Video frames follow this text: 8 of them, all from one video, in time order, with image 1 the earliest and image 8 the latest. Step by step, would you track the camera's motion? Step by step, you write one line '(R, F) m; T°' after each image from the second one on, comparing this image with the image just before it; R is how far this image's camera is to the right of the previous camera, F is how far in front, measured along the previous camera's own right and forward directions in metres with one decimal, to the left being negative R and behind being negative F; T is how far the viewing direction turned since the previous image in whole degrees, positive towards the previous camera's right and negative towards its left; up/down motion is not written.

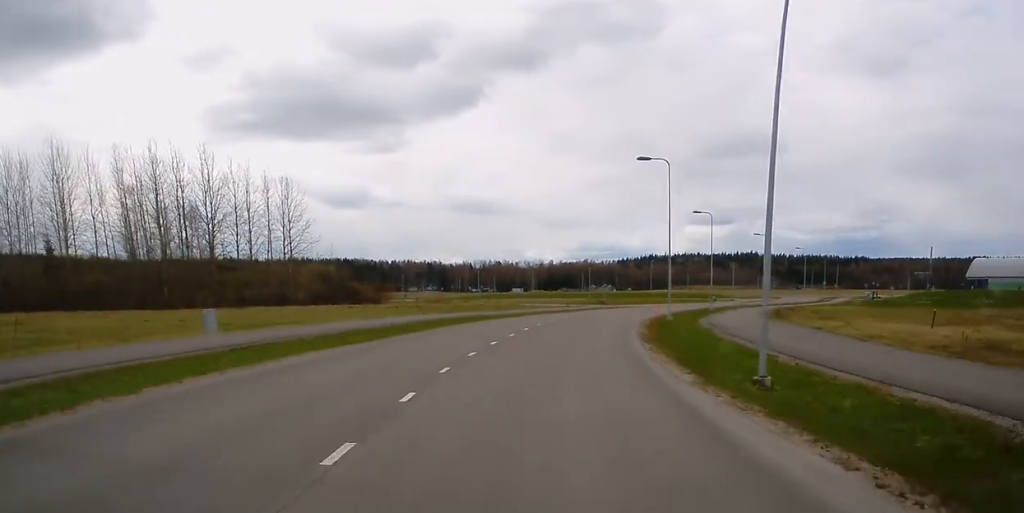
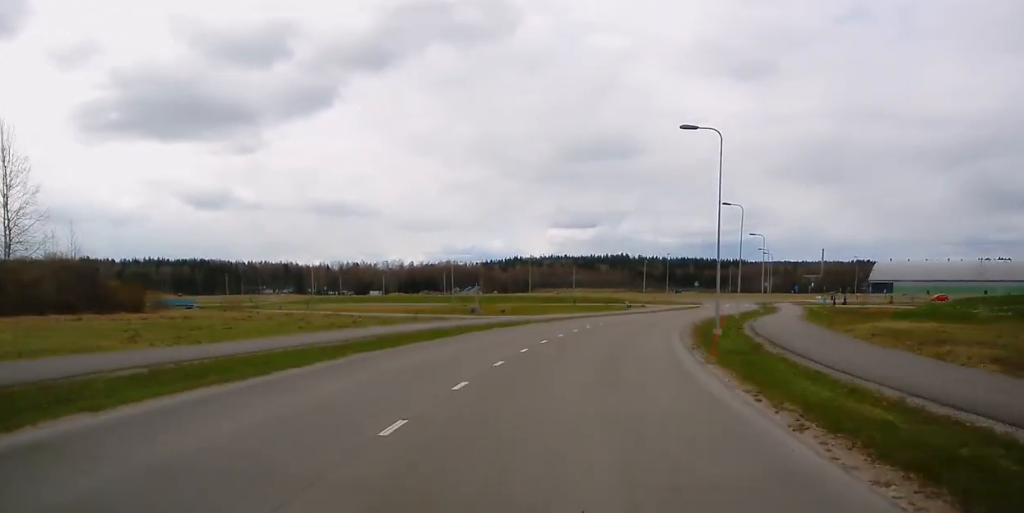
(+3.3, +38.5) m; +11°
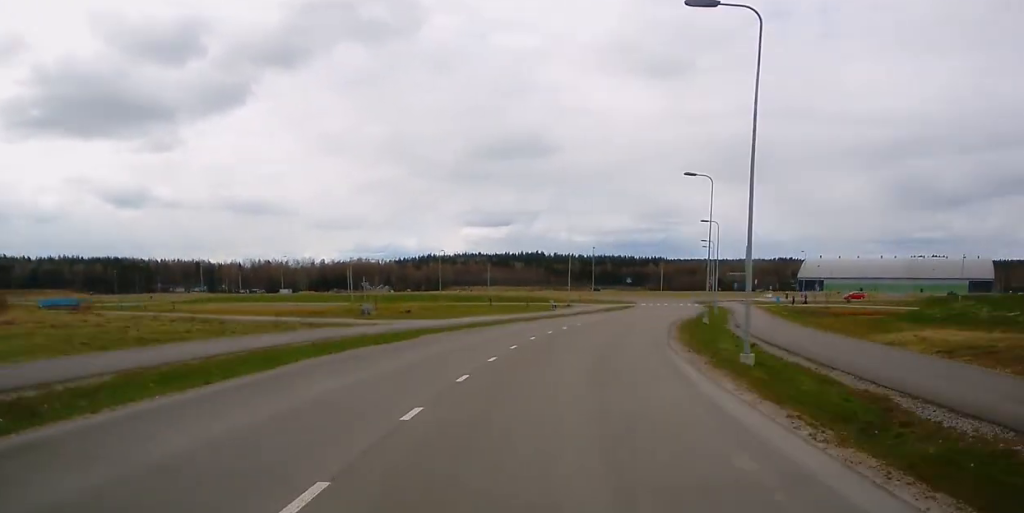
(+0.5, +15.0) m; +5°
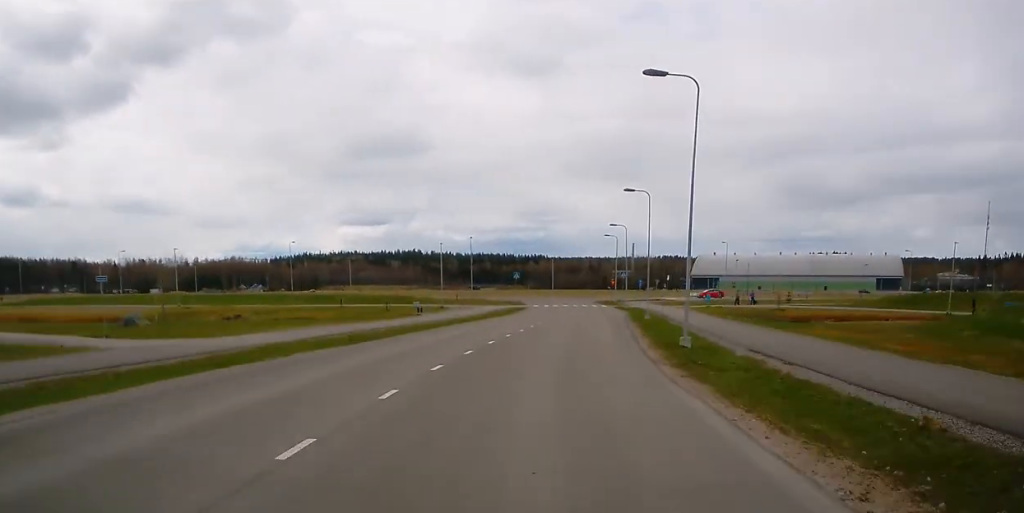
(+1.2, +21.9) m; +6°
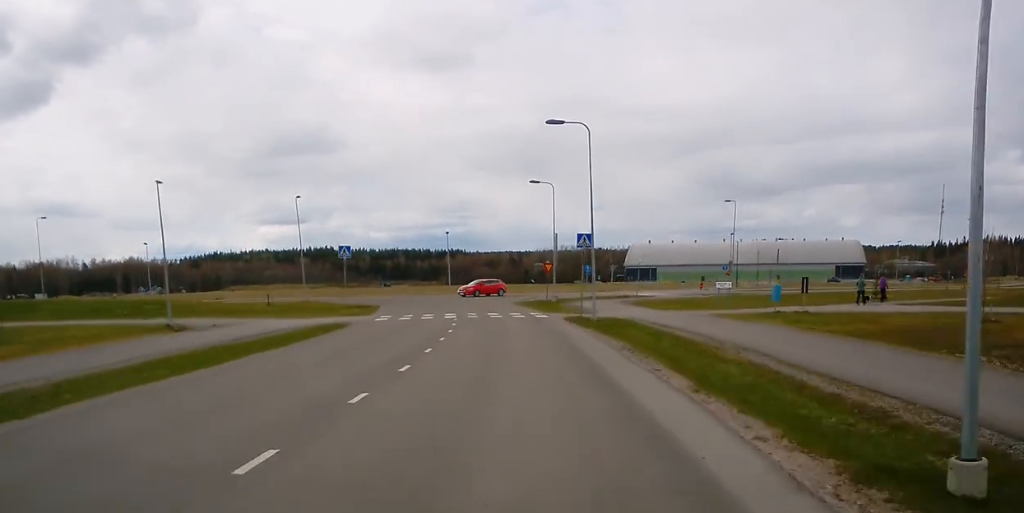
(+3.6, +44.5) m; +5°
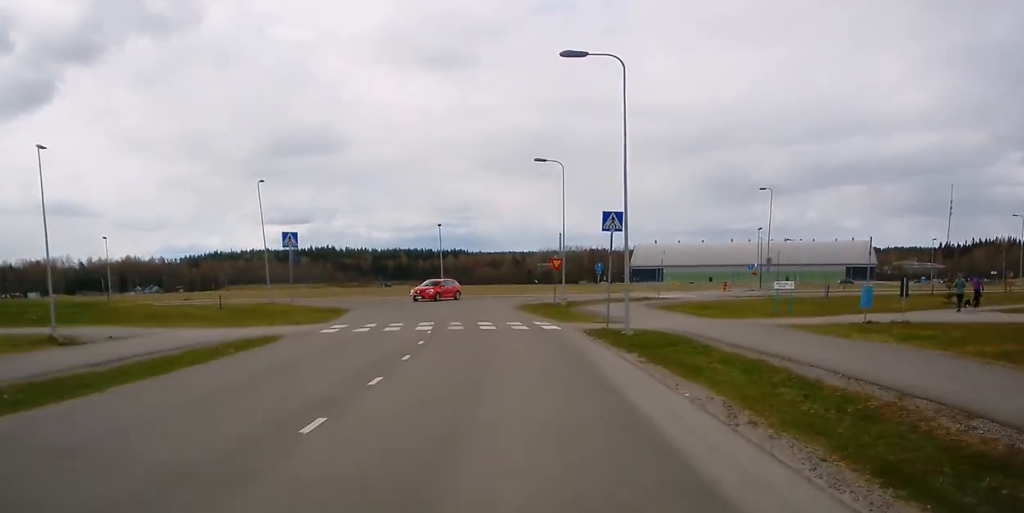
(+0.2, +10.0) m; 0°
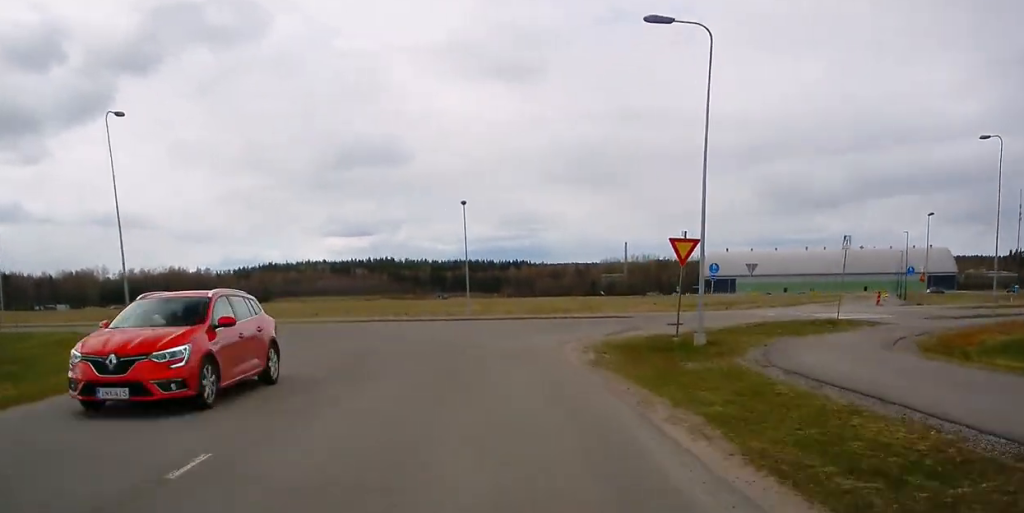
(-0.8, +25.3) m; -3°
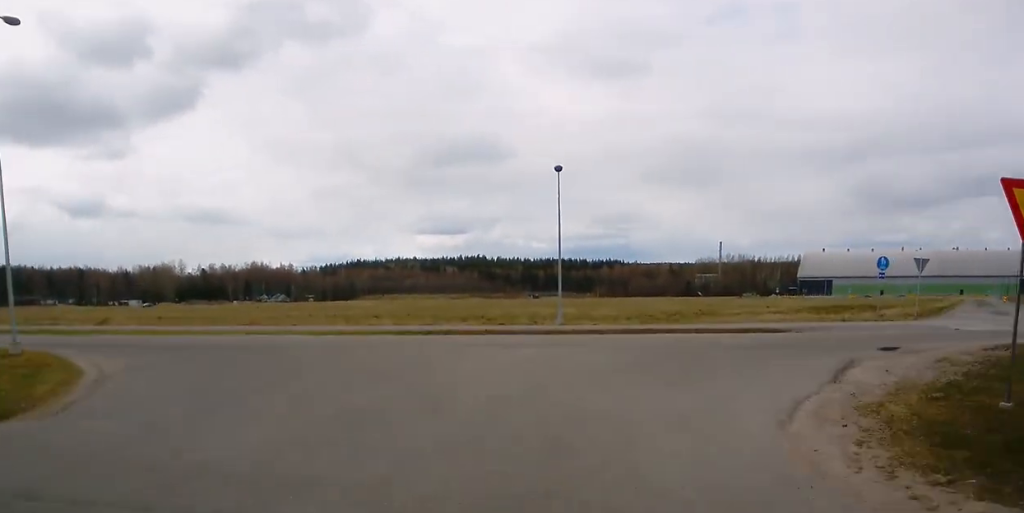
(-0.7, +12.4) m; +1°
